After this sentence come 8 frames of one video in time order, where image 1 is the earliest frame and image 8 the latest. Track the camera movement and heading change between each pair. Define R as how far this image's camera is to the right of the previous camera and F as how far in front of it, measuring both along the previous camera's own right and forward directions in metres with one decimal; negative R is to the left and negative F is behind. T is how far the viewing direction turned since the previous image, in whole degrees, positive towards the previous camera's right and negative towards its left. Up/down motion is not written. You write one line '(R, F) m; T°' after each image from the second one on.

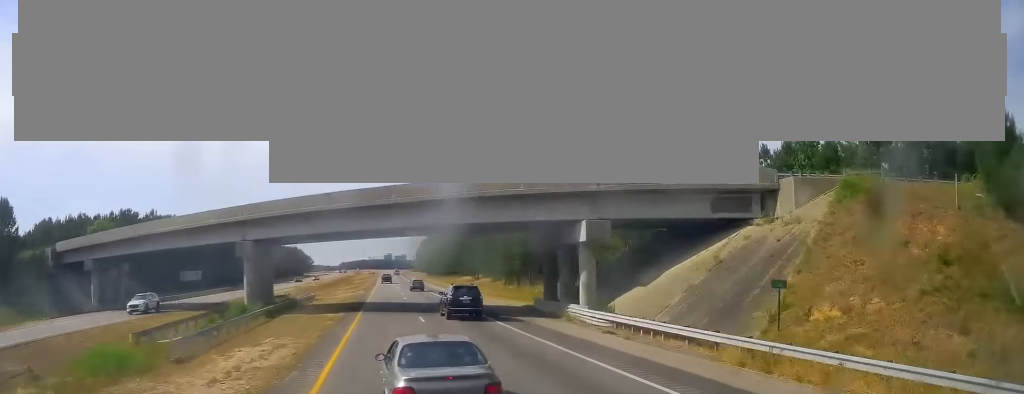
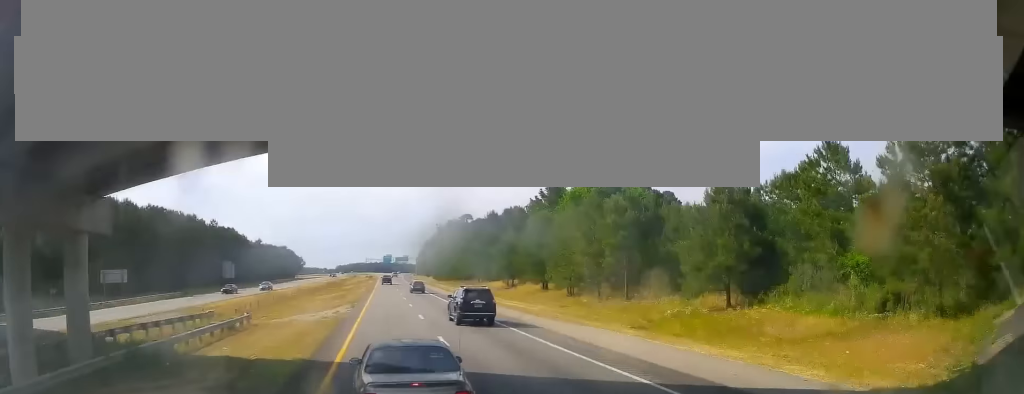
(+0.2, +35.2) m; 0°
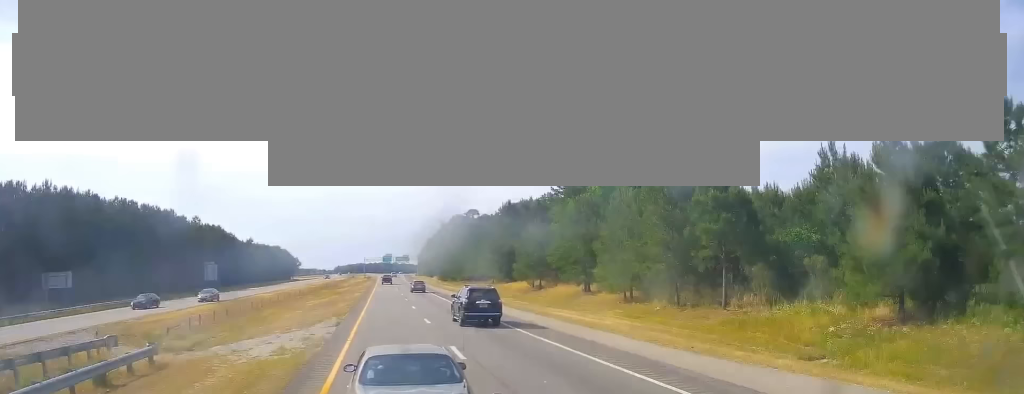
(+0.2, +16.9) m; 0°
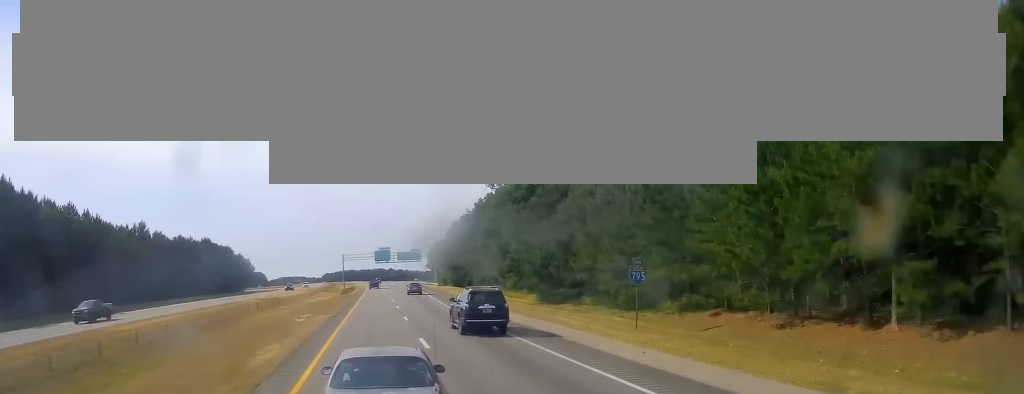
(+0.5, +110.4) m; +1°
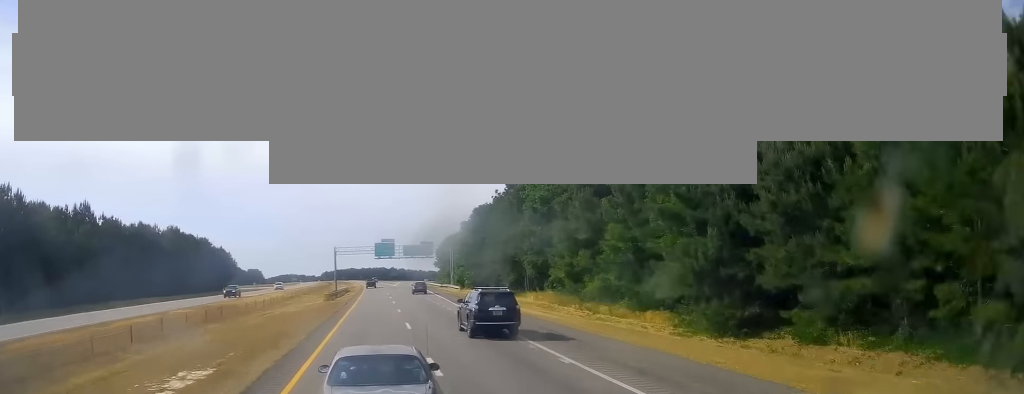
(-0.2, +30.7) m; 0°
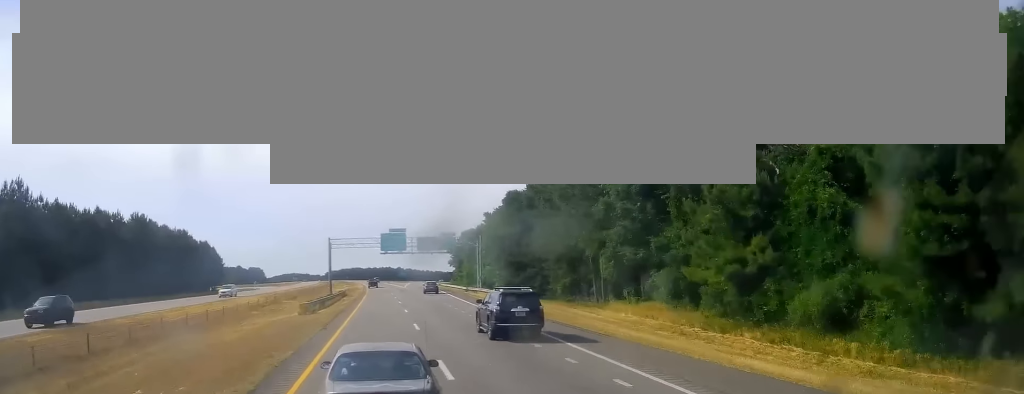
(+0.4, +25.6) m; 0°
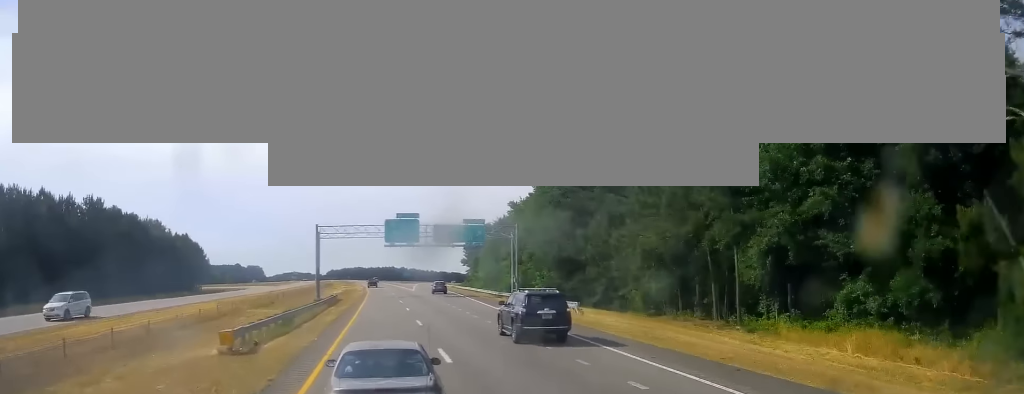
(-0.5, +22.7) m; -1°
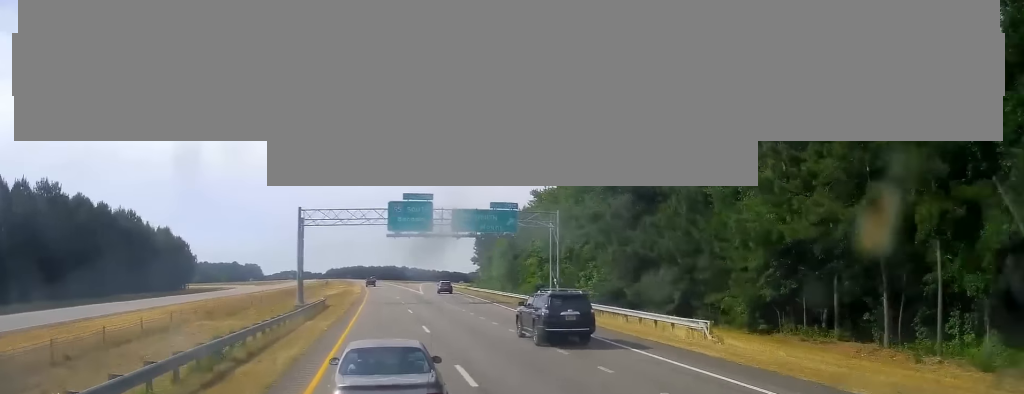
(-0.1, +16.6) m; 0°
